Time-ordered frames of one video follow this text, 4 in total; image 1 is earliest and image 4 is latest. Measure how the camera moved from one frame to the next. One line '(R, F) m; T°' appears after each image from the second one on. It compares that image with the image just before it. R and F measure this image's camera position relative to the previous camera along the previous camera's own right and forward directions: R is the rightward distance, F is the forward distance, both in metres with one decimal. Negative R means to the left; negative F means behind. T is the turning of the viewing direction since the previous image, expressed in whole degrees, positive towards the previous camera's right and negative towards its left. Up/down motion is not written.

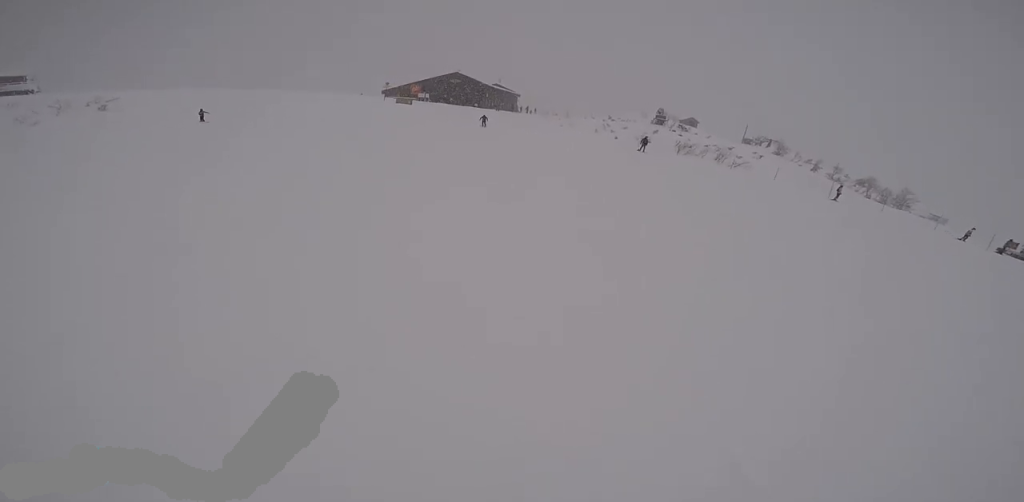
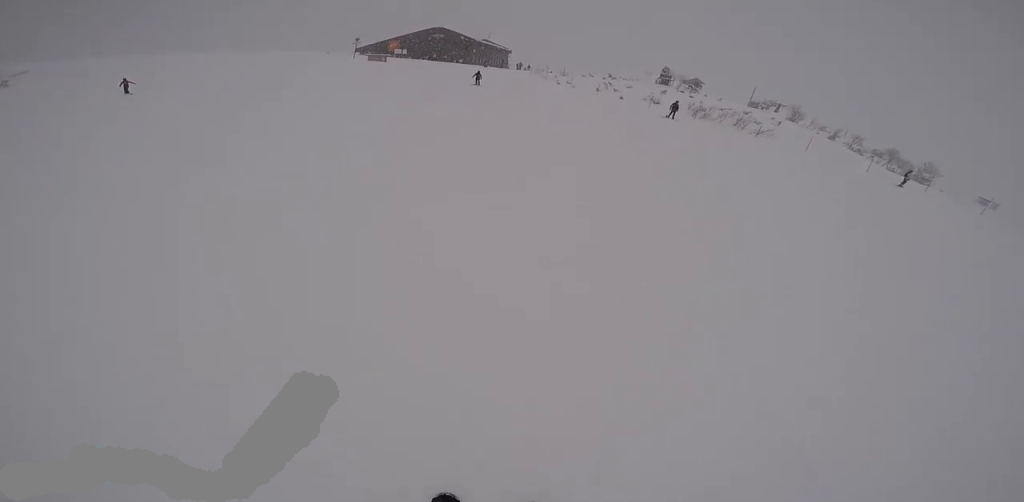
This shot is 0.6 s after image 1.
(-0.4, +6.1) m; 0°
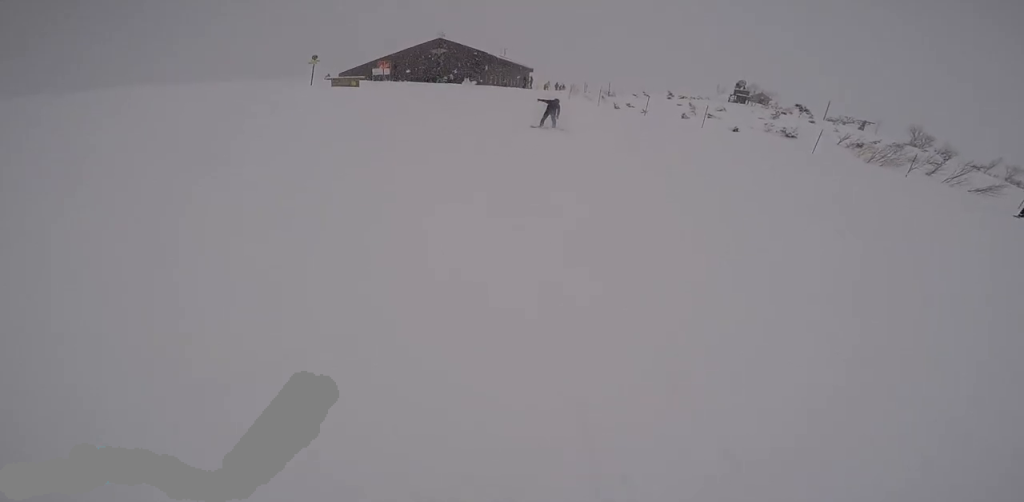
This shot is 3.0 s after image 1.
(-1.6, +20.3) m; -7°
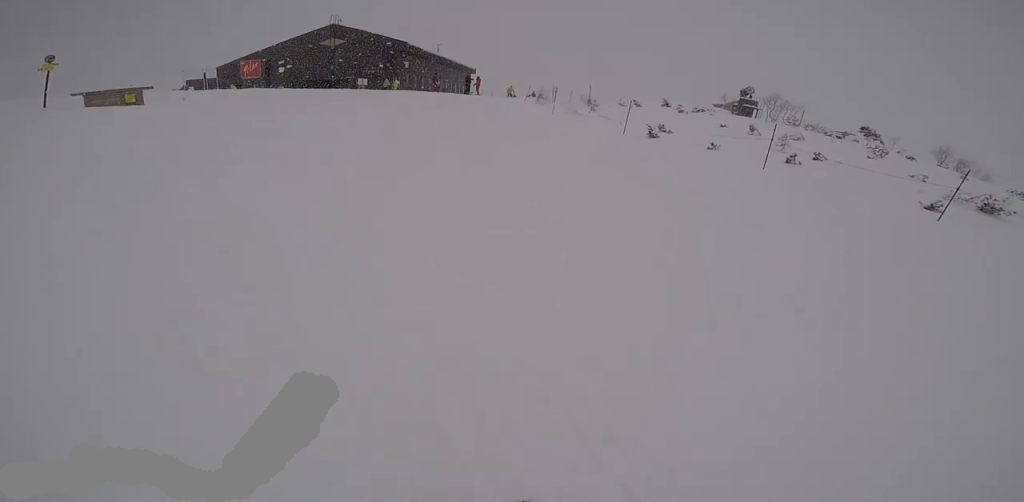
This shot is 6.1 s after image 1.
(+1.0, +18.6) m; +9°
